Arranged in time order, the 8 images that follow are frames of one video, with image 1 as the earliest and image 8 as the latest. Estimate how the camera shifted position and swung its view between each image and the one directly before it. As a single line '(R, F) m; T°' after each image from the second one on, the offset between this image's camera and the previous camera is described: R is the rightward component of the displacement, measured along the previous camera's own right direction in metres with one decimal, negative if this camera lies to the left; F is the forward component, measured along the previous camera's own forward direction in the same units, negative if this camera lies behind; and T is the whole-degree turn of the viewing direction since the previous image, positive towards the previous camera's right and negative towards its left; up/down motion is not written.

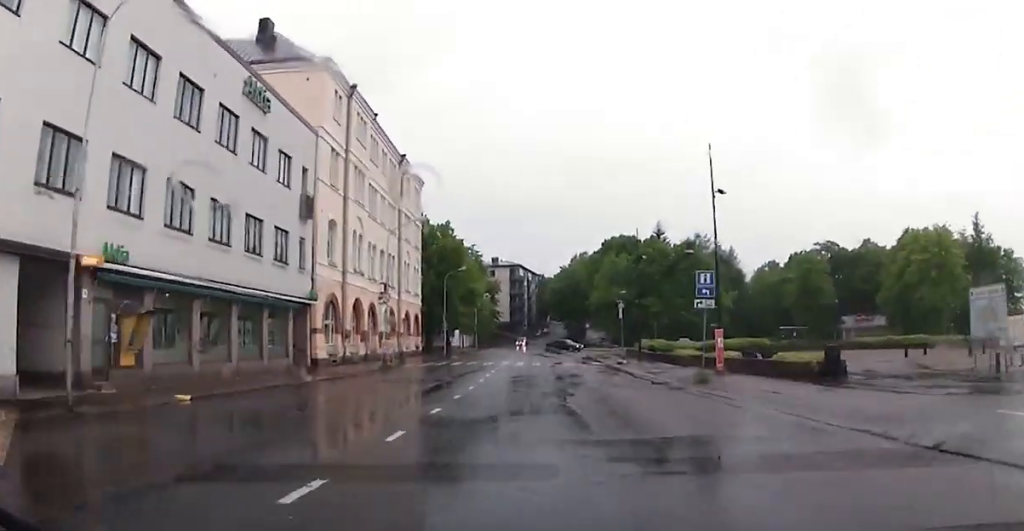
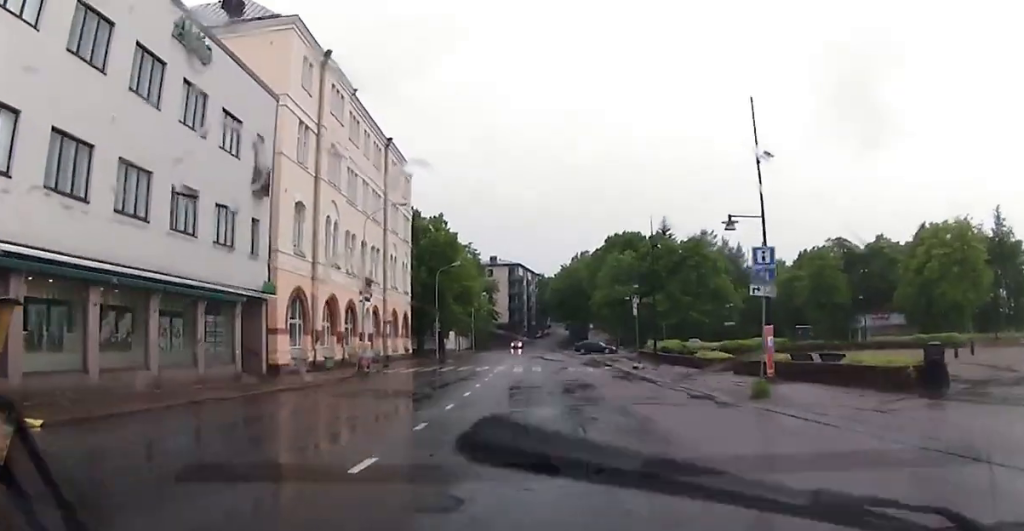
(+0.1, +6.0) m; +1°
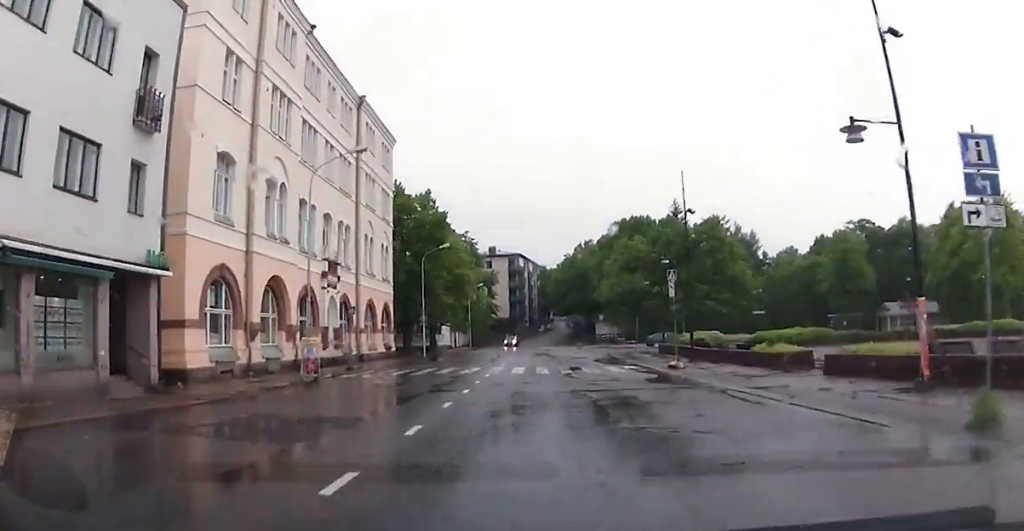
(+0.1, +9.1) m; +1°
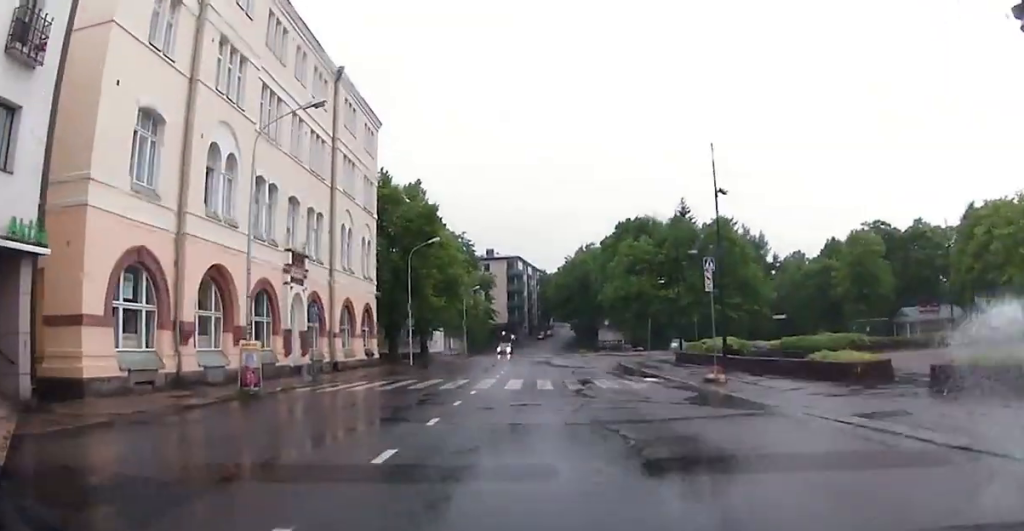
(+0.1, +5.9) m; 0°
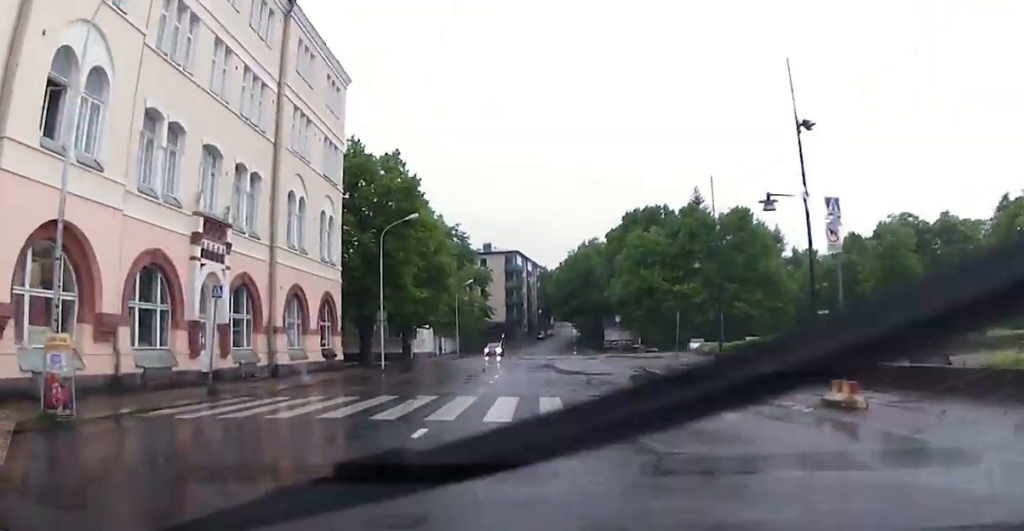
(-0.1, +9.3) m; -1°
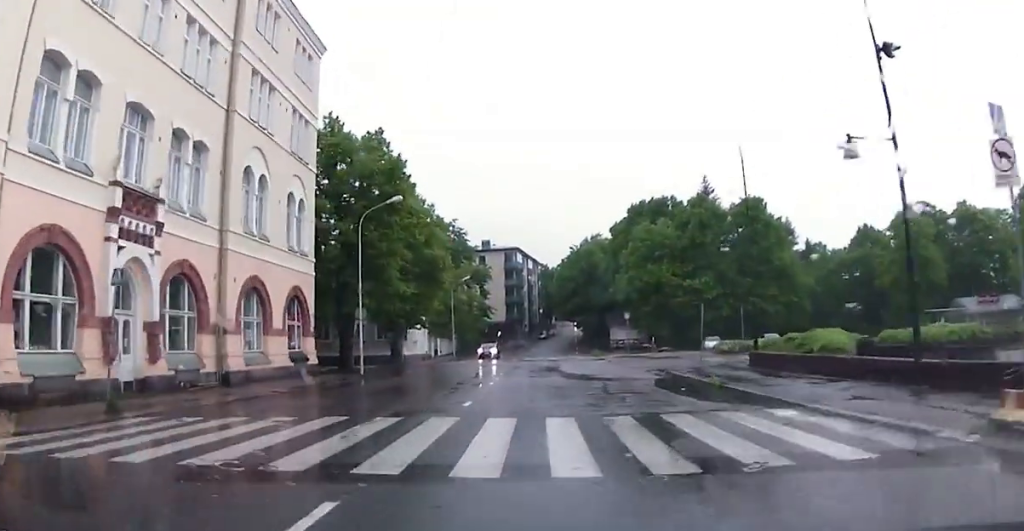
(0.0, +5.4) m; -1°
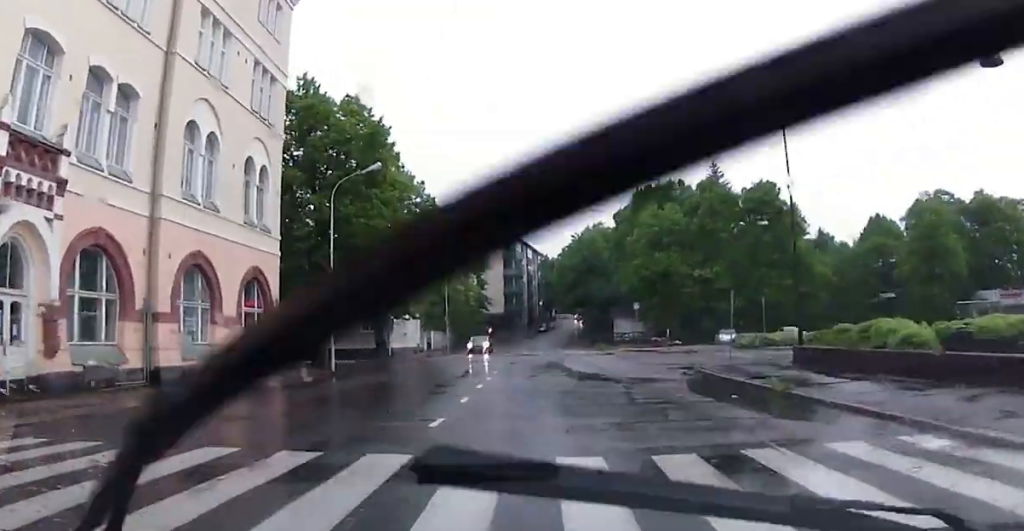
(0.0, +5.0) m; 0°
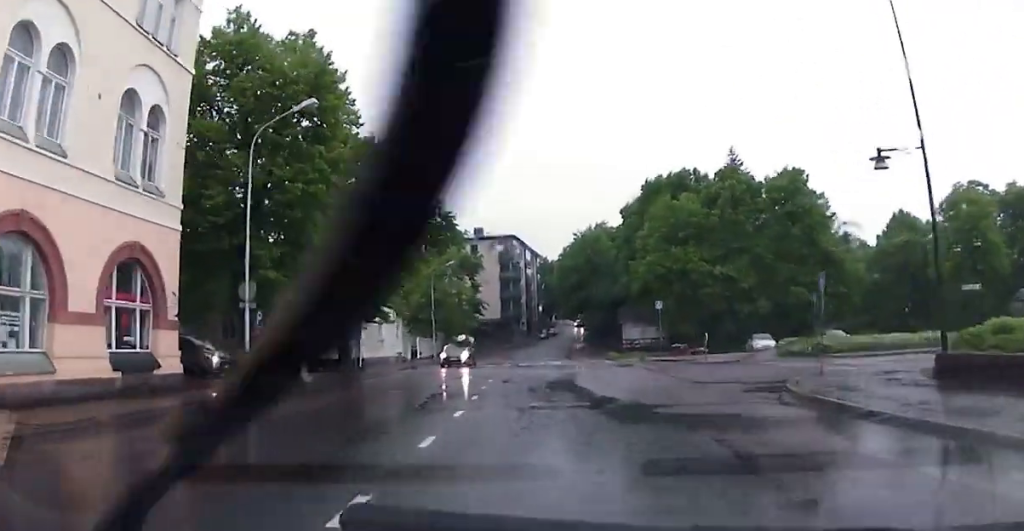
(+0.1, +9.0) m; +1°
